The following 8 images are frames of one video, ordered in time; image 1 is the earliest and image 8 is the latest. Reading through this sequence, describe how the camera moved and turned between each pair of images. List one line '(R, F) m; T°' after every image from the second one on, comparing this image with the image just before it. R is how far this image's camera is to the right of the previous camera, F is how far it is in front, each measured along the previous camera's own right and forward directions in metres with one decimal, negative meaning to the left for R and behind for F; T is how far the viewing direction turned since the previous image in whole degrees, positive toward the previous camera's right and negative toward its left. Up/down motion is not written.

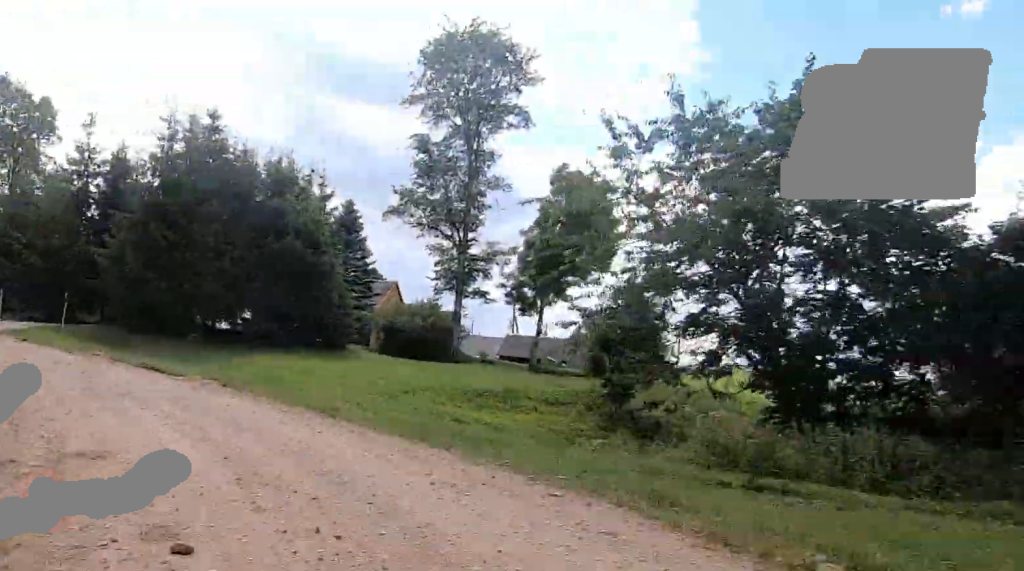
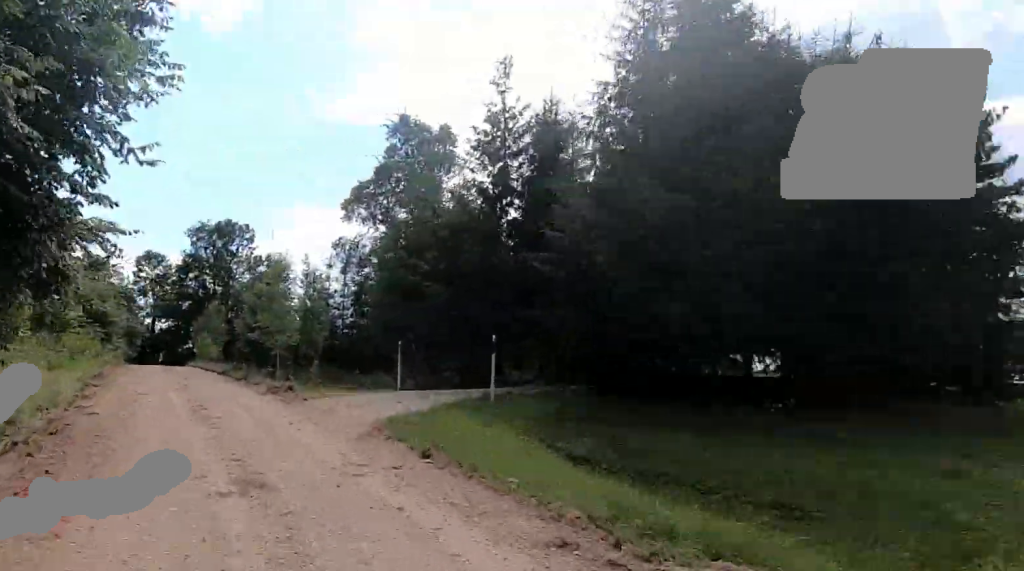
(-4.8, +14.0) m; -35°
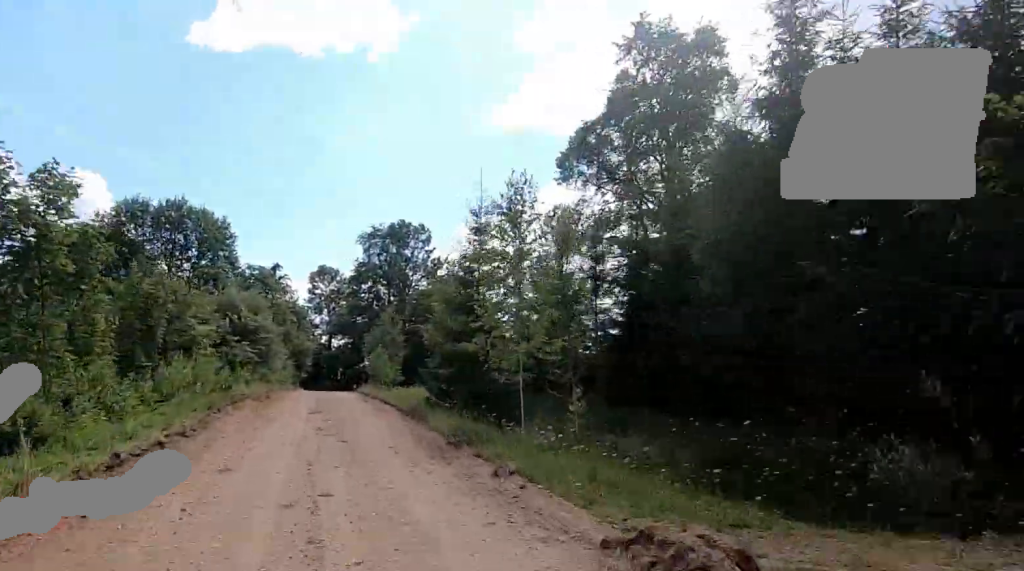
(-2.3, +13.9) m; -14°
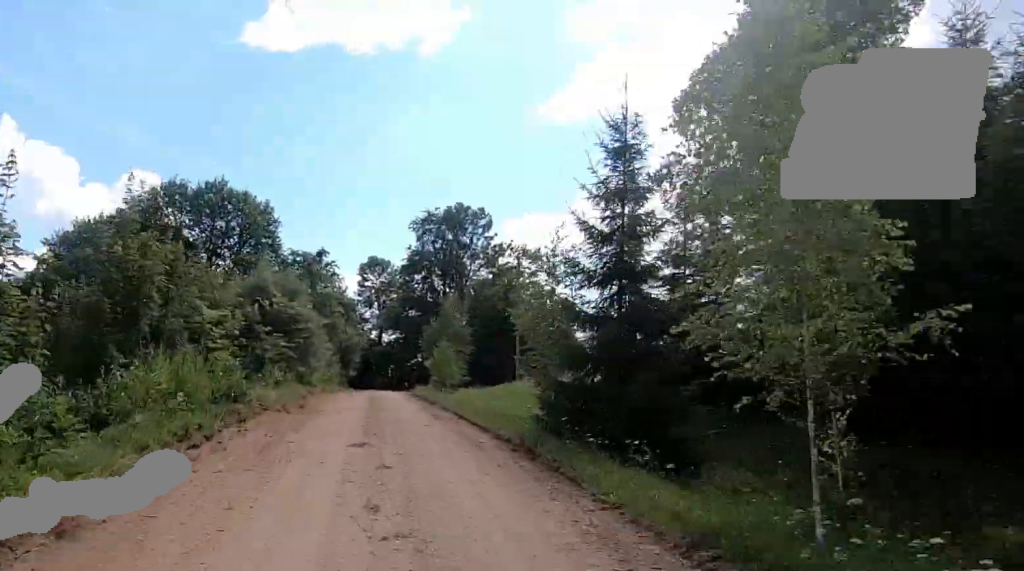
(-0.7, +7.0) m; -2°
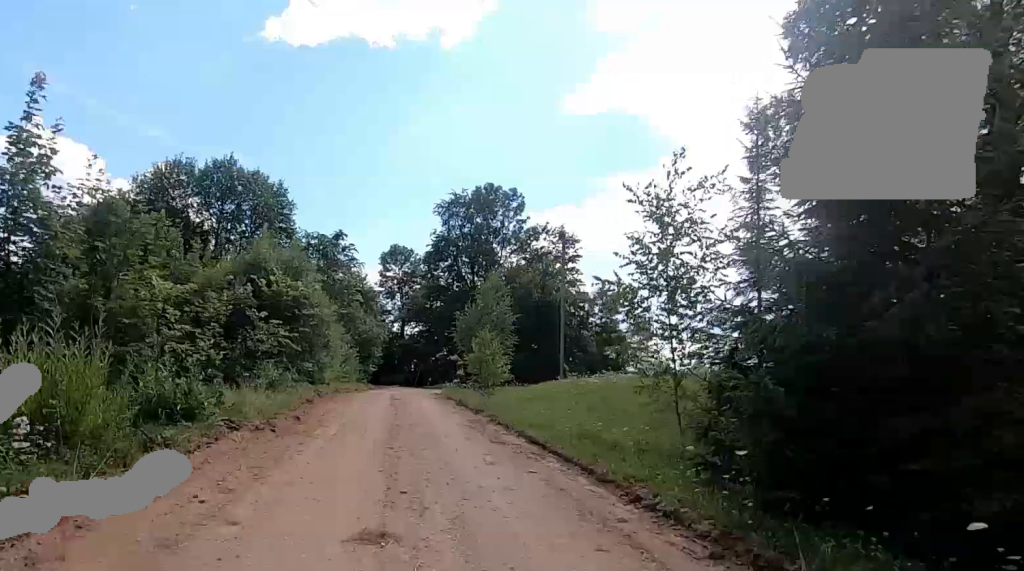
(+0.4, +5.8) m; +2°
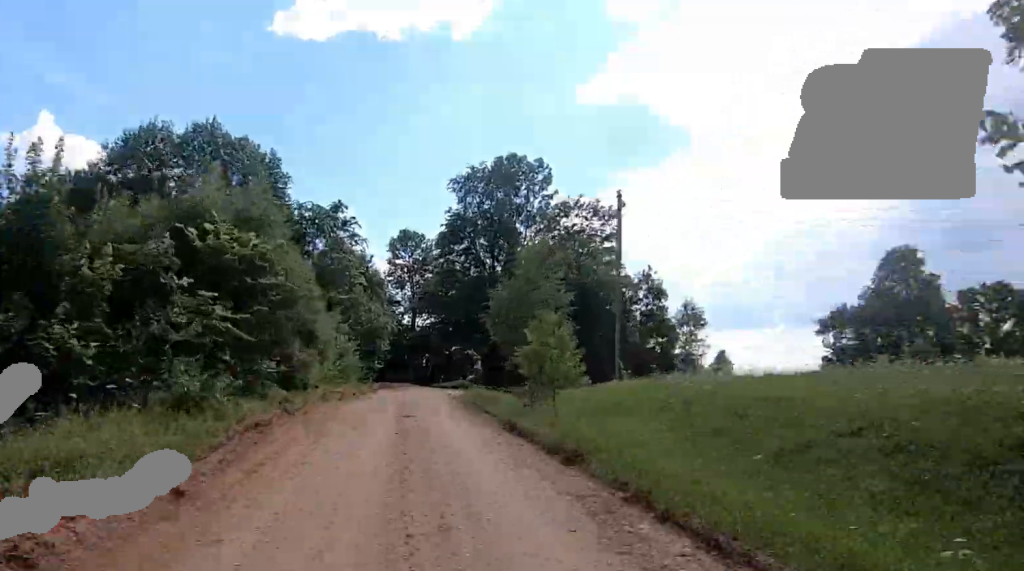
(+0.3, +8.1) m; +2°
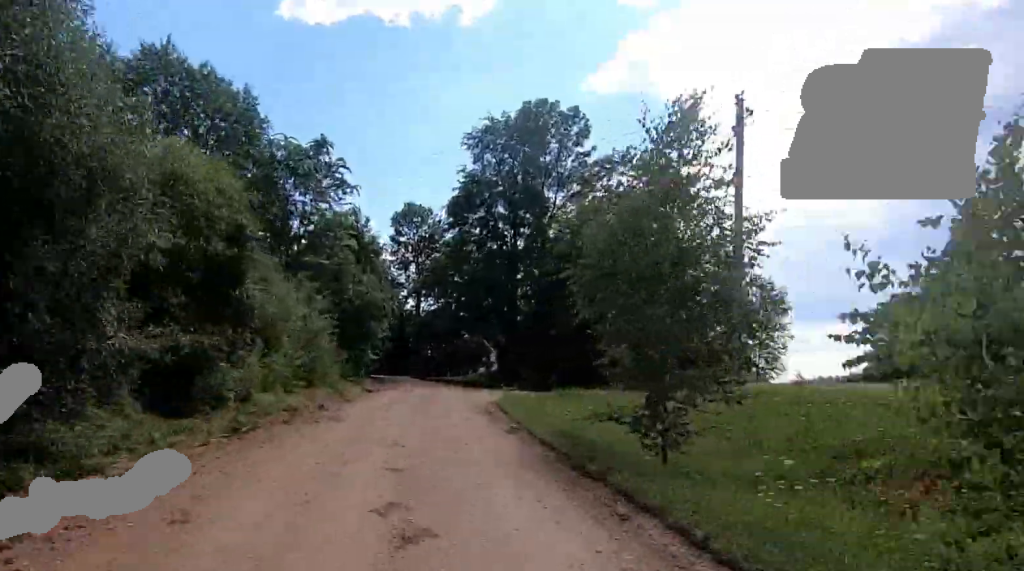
(0.0, +9.8) m; 0°
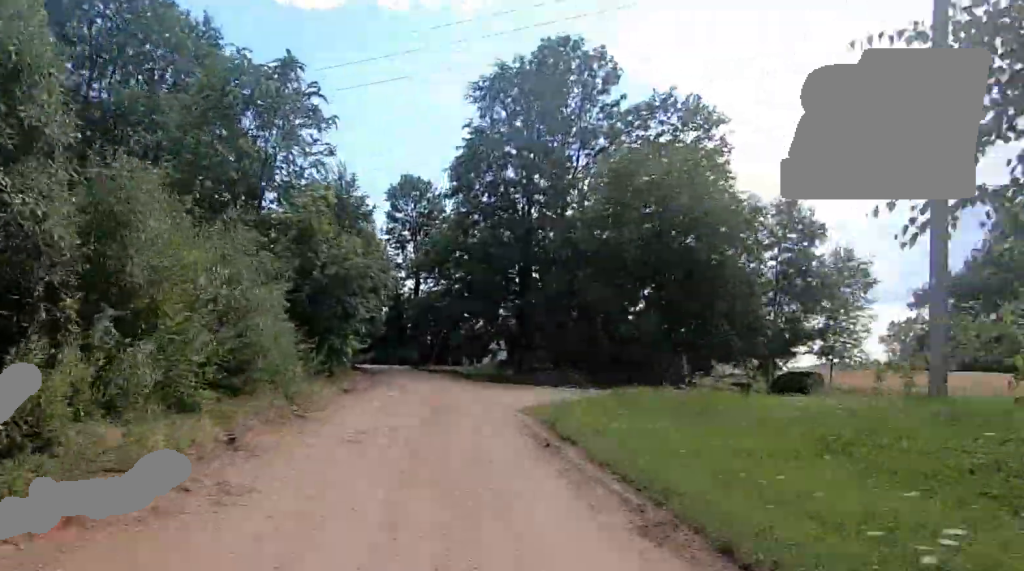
(0.0, +6.7) m; 0°
